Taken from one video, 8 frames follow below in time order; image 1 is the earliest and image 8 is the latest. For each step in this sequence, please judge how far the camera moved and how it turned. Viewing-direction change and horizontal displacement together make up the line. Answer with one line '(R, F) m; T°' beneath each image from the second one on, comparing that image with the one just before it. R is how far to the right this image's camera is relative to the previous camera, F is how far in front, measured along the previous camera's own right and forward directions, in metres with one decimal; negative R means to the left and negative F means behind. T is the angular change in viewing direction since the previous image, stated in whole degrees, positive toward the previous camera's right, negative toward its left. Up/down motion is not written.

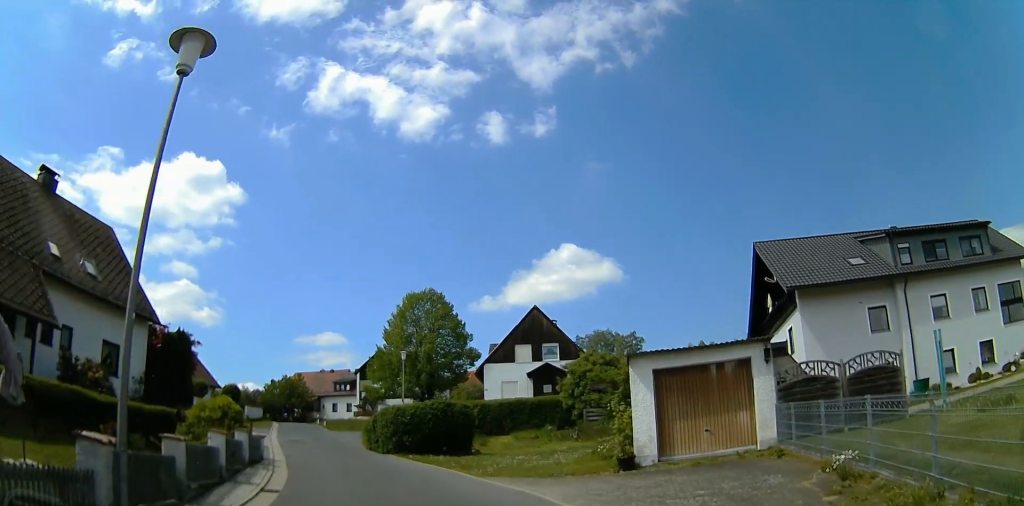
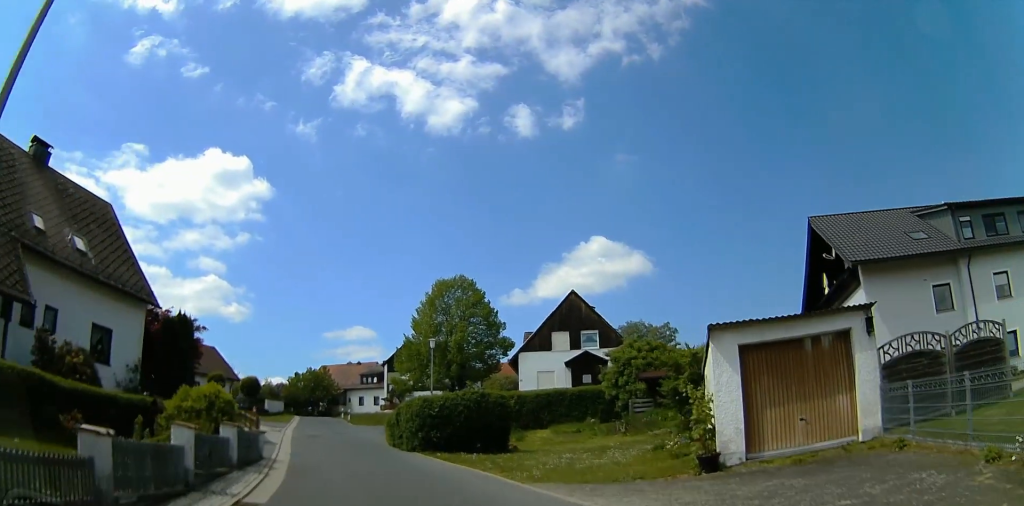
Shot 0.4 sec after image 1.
(-0.3, +3.2) m; -2°
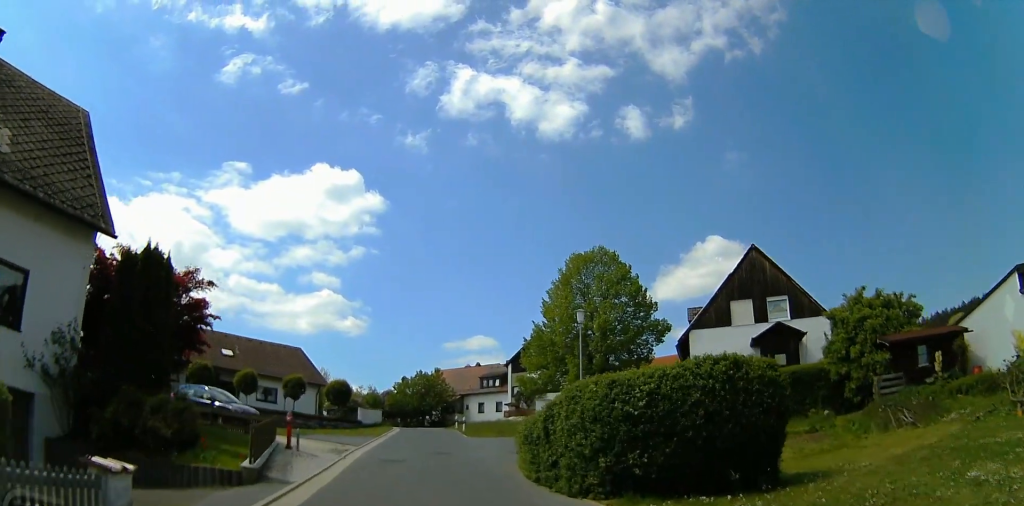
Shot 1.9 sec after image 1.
(-0.4, +10.9) m; 0°
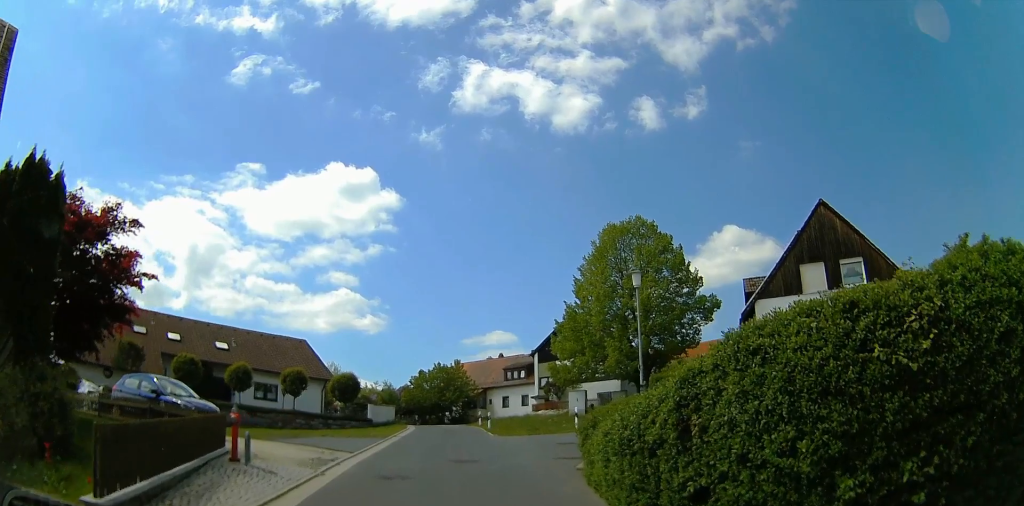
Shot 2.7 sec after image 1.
(+0.1, +5.0) m; -8°
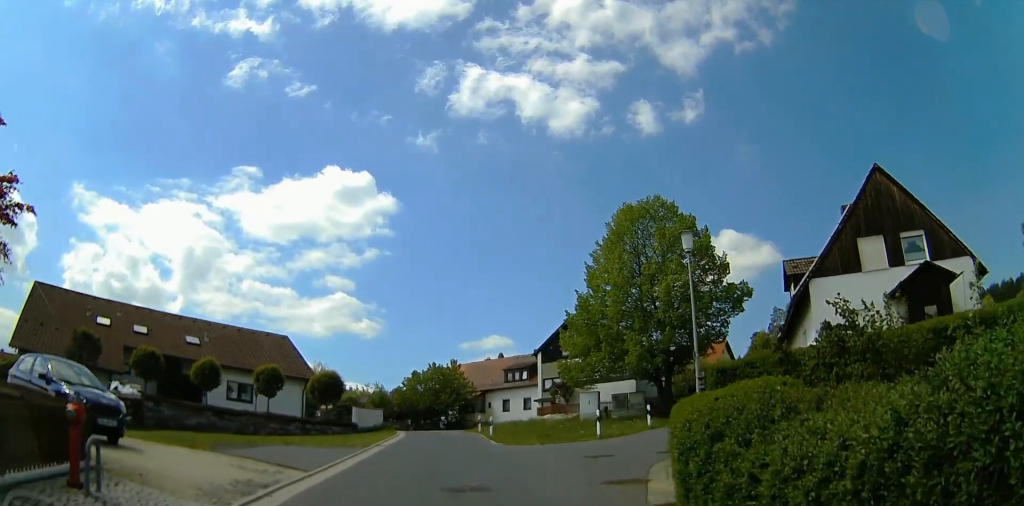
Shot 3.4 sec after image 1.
(-0.5, +4.7) m; -4°
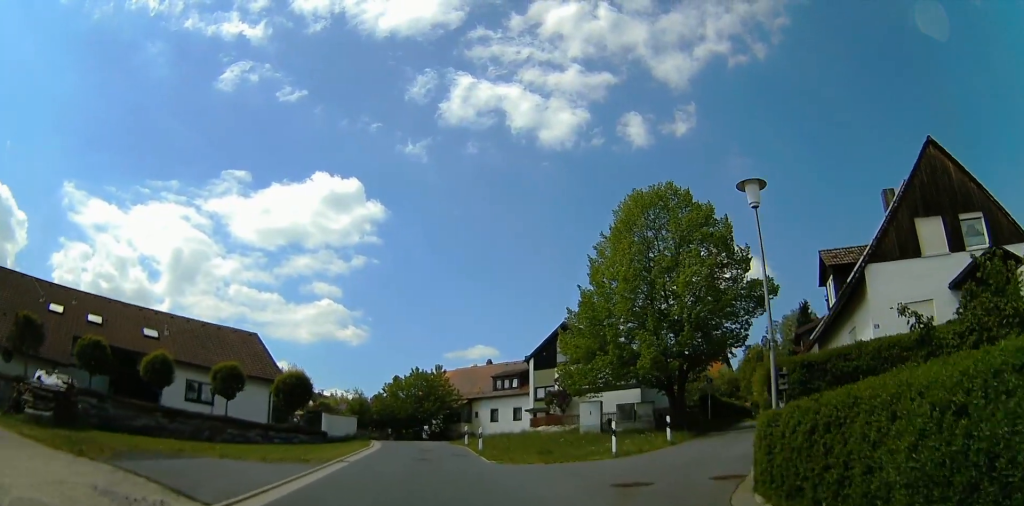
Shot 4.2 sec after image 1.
(-0.3, +4.7) m; +1°
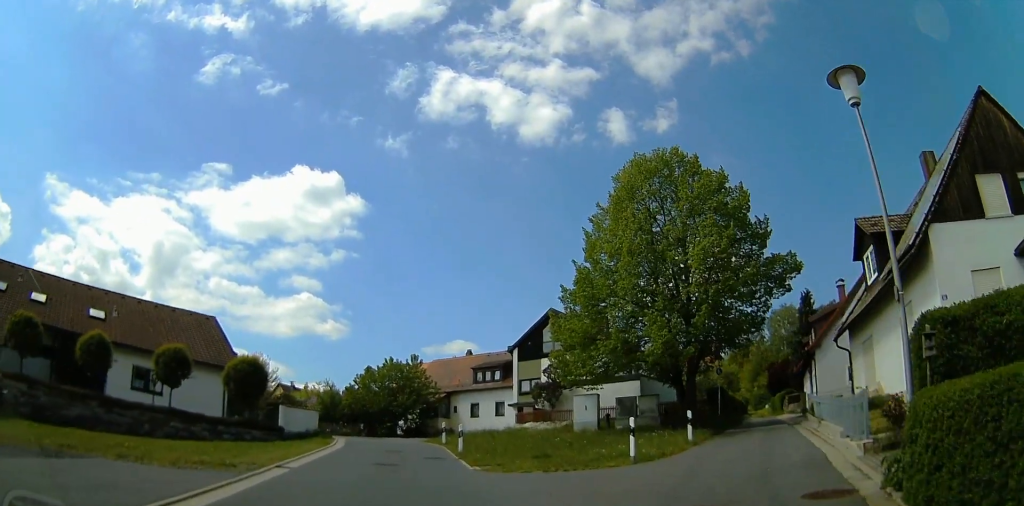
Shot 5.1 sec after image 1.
(+0.6, +5.1) m; +4°
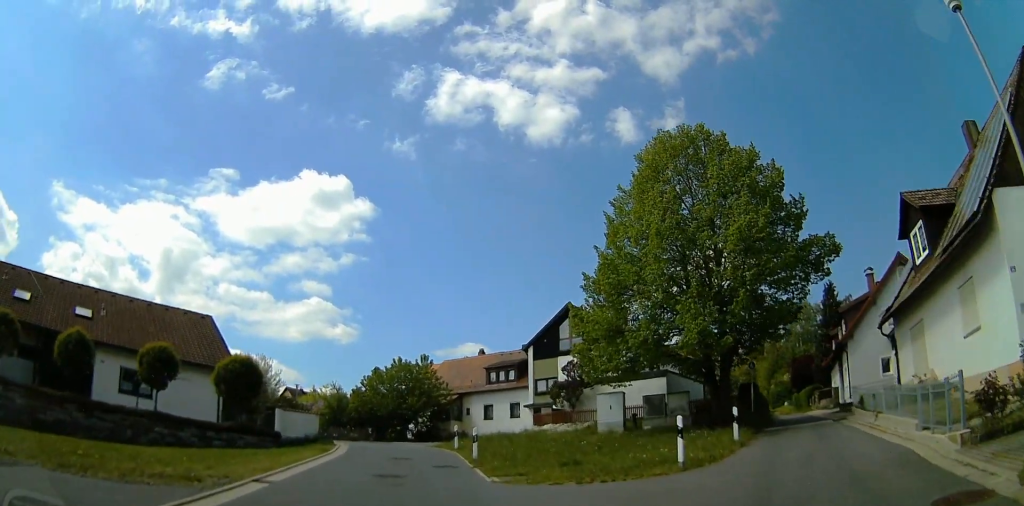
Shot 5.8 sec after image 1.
(0.0, +3.0) m; -5°
